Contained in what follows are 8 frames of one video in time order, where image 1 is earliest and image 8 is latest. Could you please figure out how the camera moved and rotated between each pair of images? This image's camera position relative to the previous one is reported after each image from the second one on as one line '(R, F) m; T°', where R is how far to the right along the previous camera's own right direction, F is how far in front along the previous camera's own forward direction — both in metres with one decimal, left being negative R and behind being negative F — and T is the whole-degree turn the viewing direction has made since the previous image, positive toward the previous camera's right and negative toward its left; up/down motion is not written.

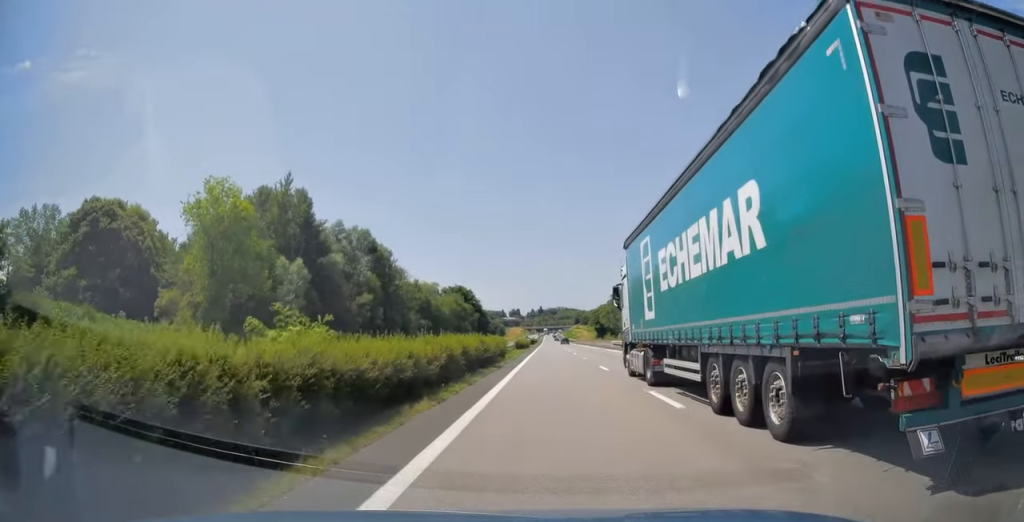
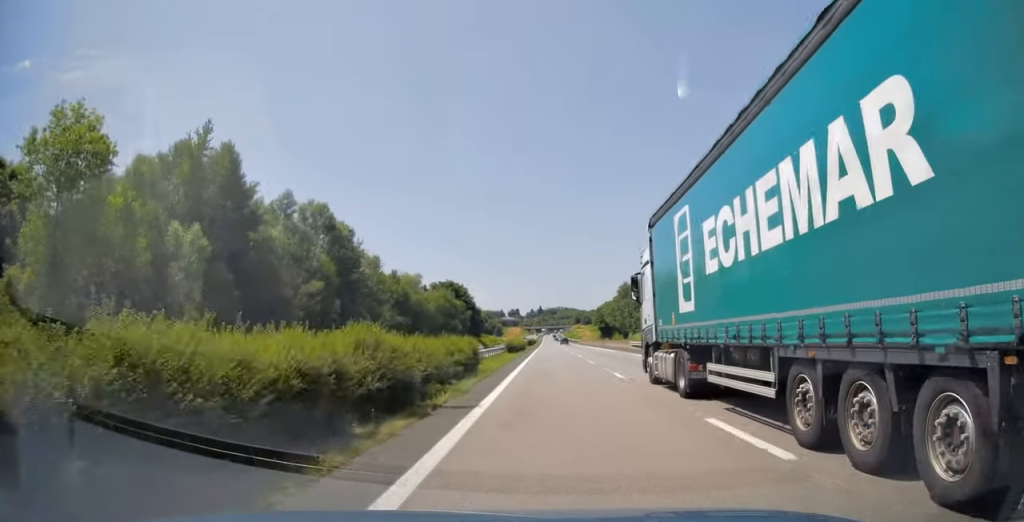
(0.0, +17.8) m; 0°
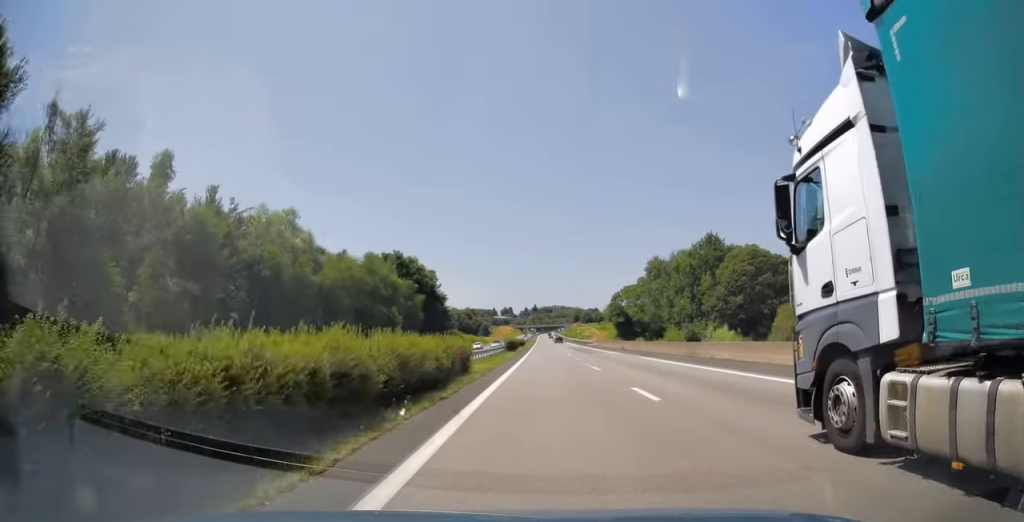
(+0.3, +59.2) m; 0°
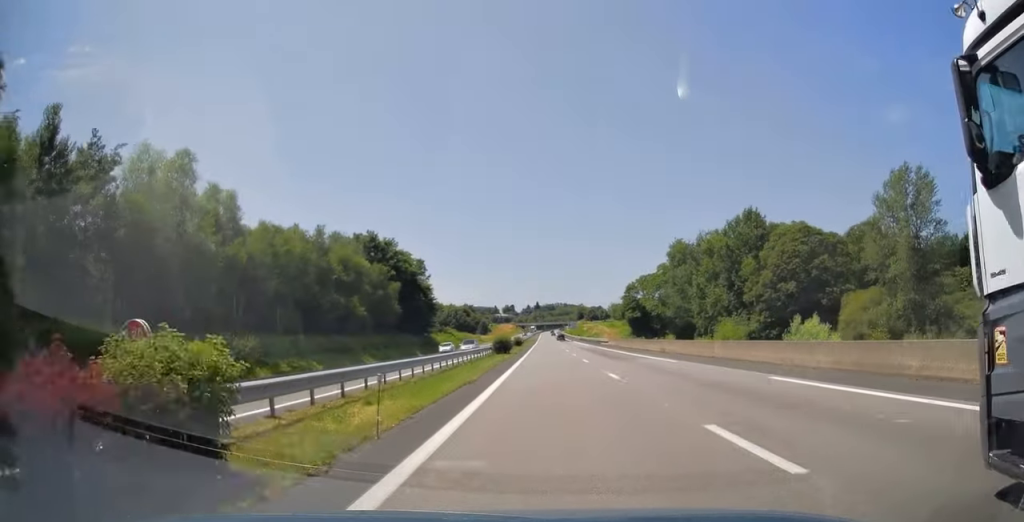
(+0.1, +20.1) m; 0°
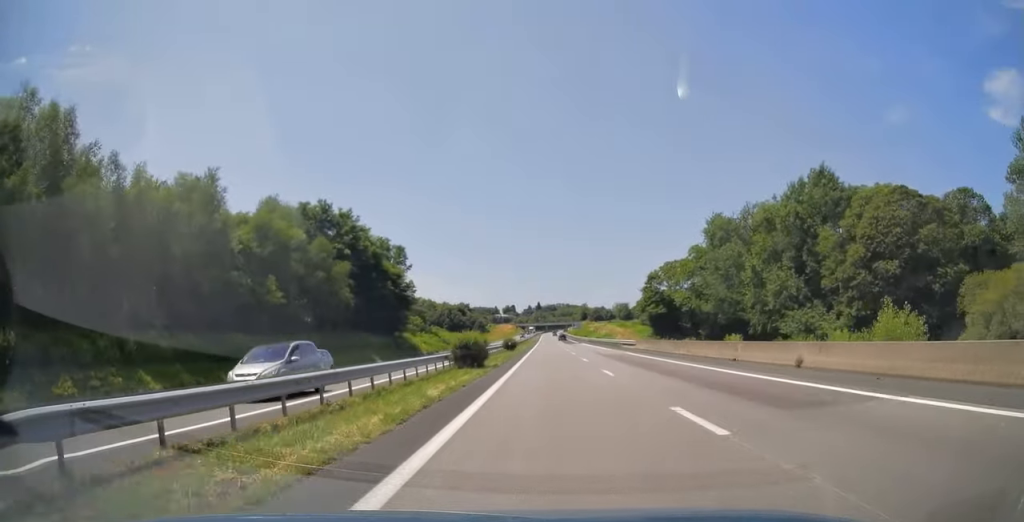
(-0.2, +23.5) m; 0°
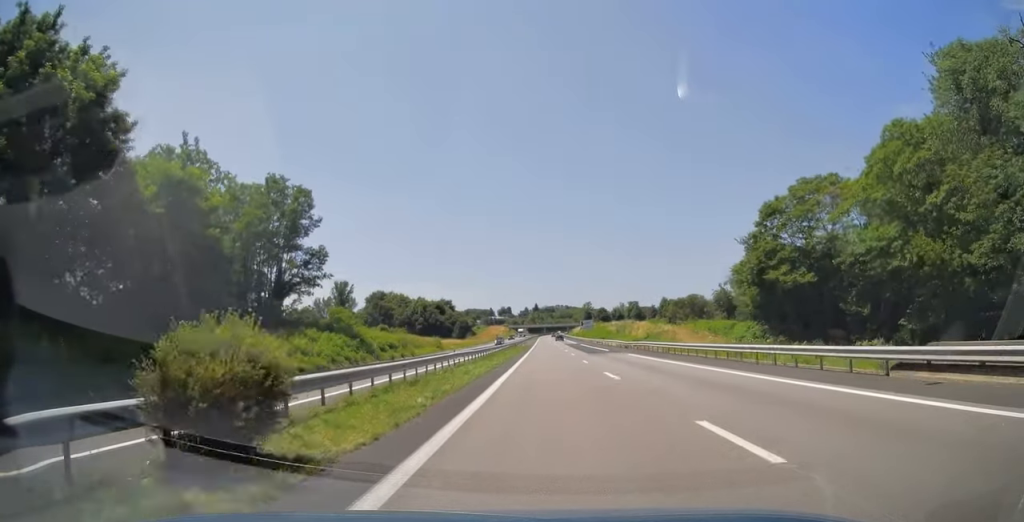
(+0.2, +54.0) m; 0°
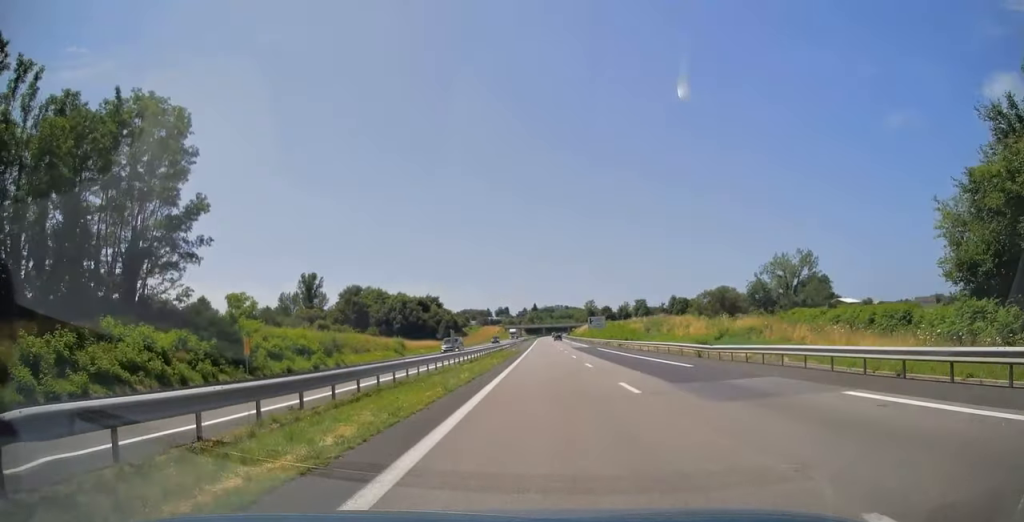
(-0.1, +31.1) m; 0°
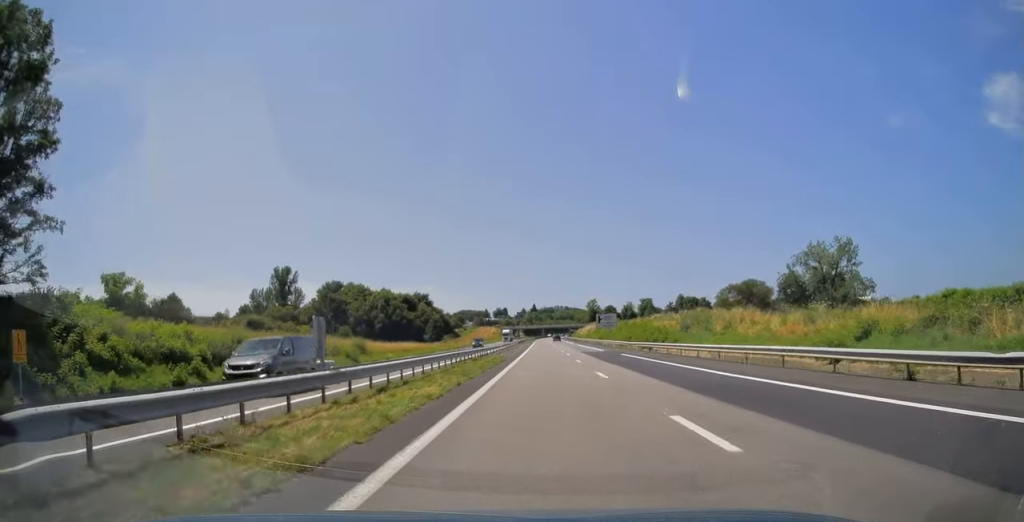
(-0.1, +20.6) m; 0°
